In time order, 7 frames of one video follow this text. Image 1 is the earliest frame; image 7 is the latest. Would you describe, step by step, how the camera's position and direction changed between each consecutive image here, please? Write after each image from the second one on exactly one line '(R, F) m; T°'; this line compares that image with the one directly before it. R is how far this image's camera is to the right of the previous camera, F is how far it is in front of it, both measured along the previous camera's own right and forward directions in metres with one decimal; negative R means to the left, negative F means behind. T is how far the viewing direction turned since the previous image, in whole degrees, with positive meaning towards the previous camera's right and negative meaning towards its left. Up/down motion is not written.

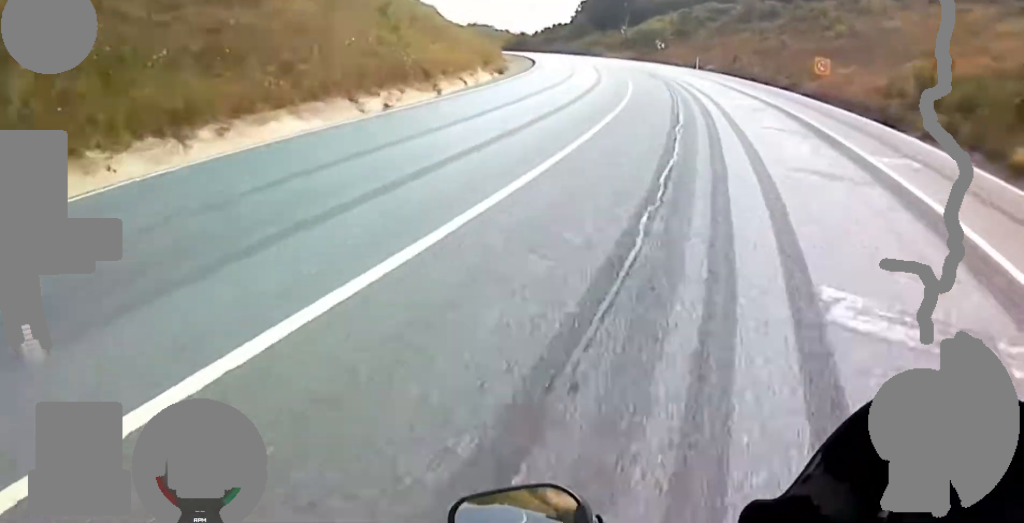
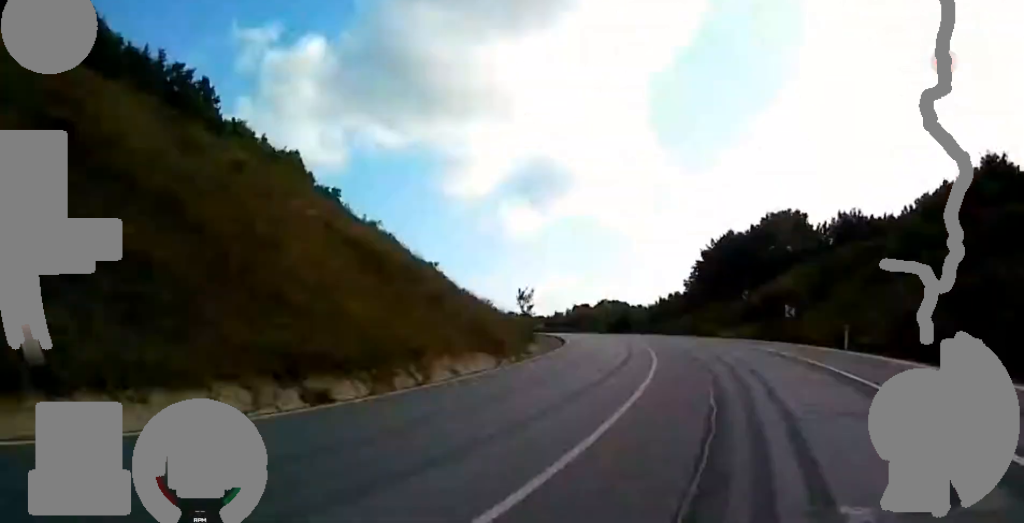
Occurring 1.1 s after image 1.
(-2.9, +25.0) m; -9°
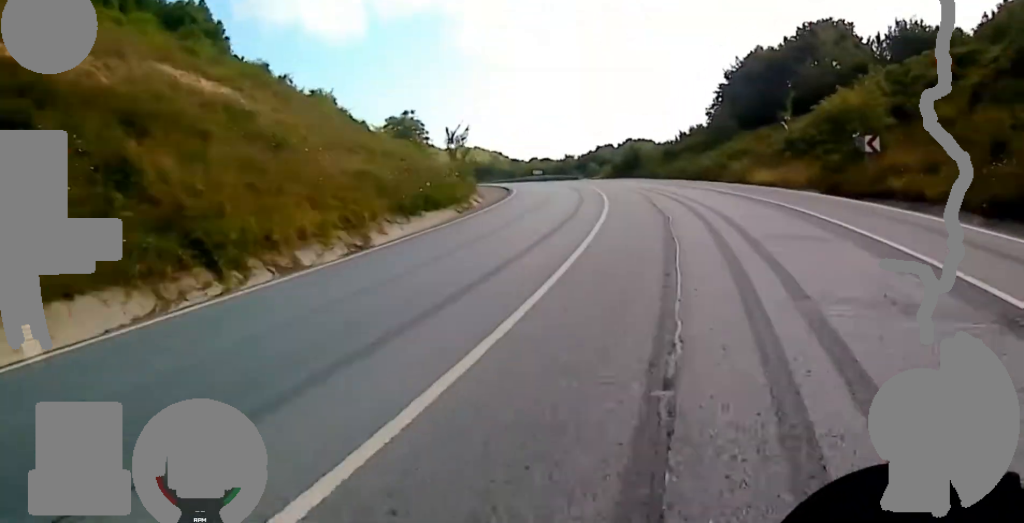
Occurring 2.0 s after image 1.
(-0.9, +24.2) m; -5°
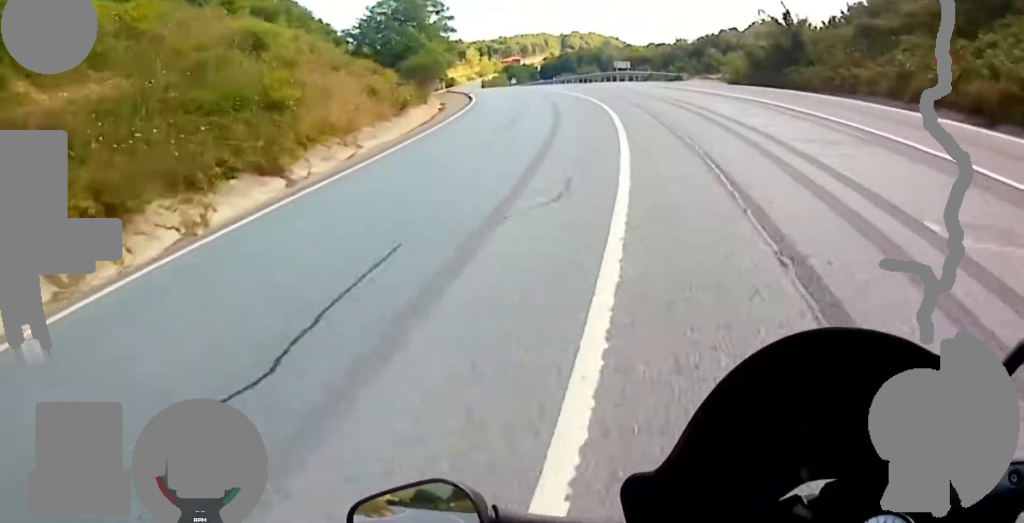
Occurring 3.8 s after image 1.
(-4.9, +48.0) m; -10°
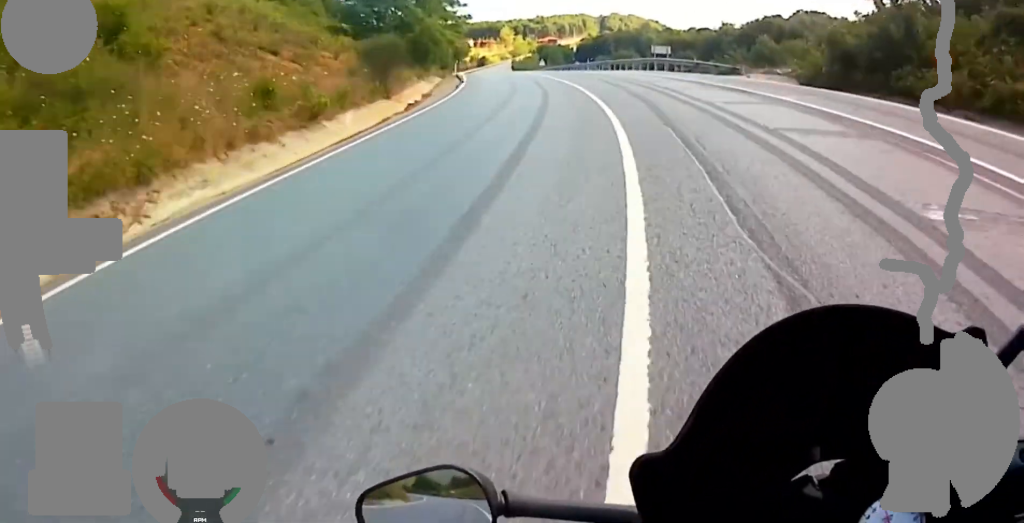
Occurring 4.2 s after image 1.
(0.0, +13.3) m; 0°
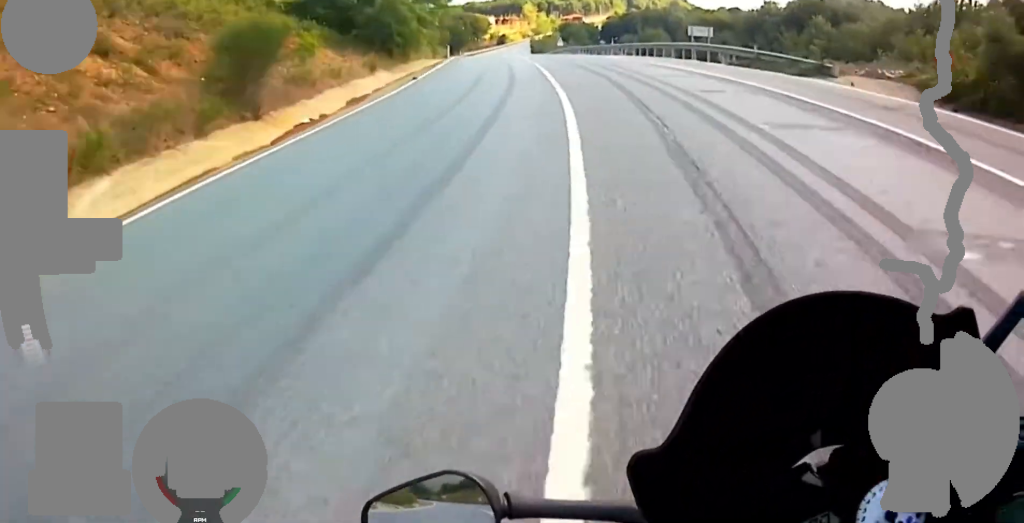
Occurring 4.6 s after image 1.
(0.0, +13.3) m; 0°
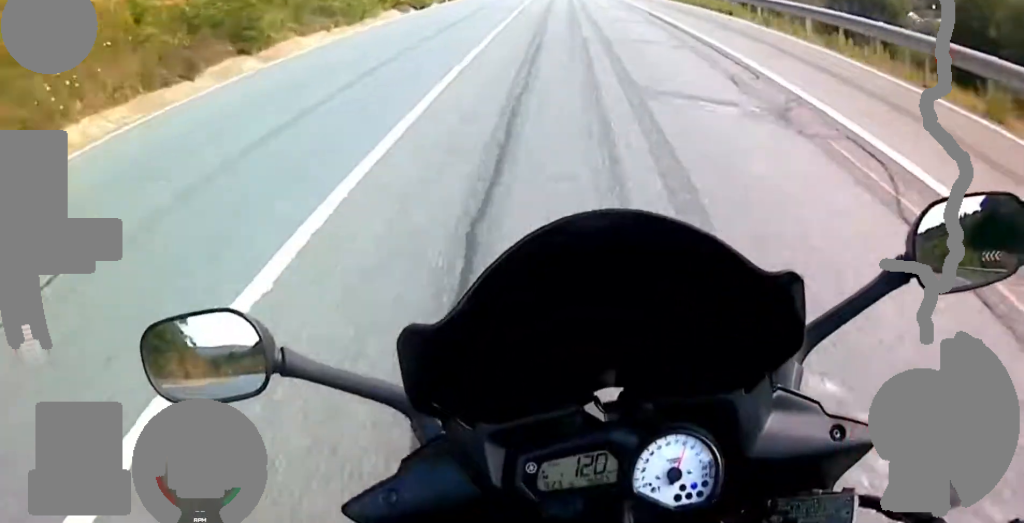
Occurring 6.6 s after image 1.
(0.0, +63.5) m; -2°
